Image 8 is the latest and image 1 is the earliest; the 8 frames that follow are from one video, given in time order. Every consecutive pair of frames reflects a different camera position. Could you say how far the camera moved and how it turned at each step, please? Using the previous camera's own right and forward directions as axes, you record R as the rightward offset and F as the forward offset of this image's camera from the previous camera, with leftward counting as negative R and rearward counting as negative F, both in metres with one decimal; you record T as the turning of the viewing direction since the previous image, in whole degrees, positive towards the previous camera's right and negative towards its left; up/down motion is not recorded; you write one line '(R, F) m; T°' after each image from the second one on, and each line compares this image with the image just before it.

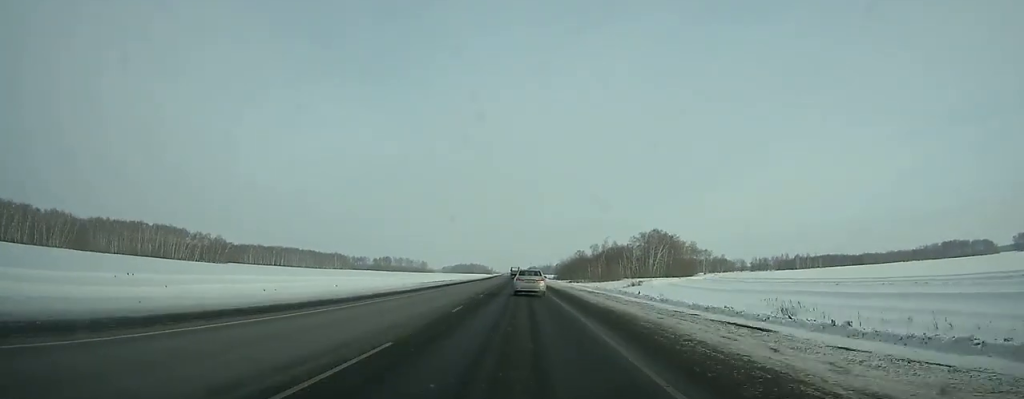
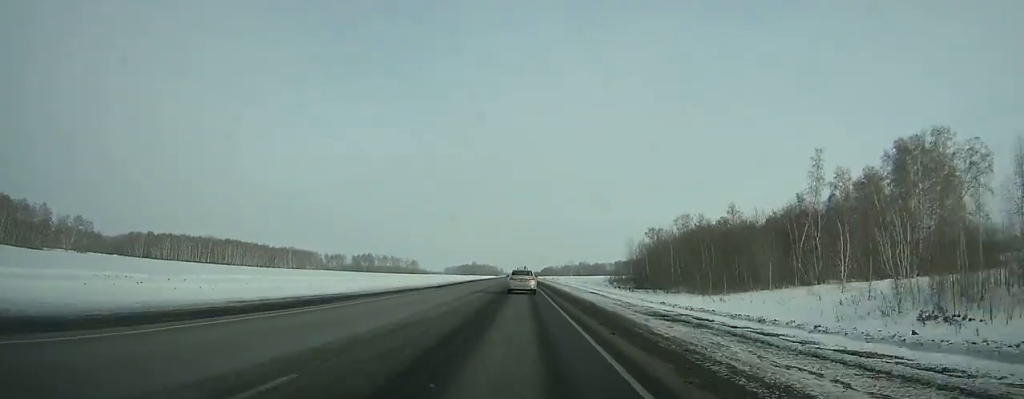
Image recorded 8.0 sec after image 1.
(-3.3, +175.1) m; -2°
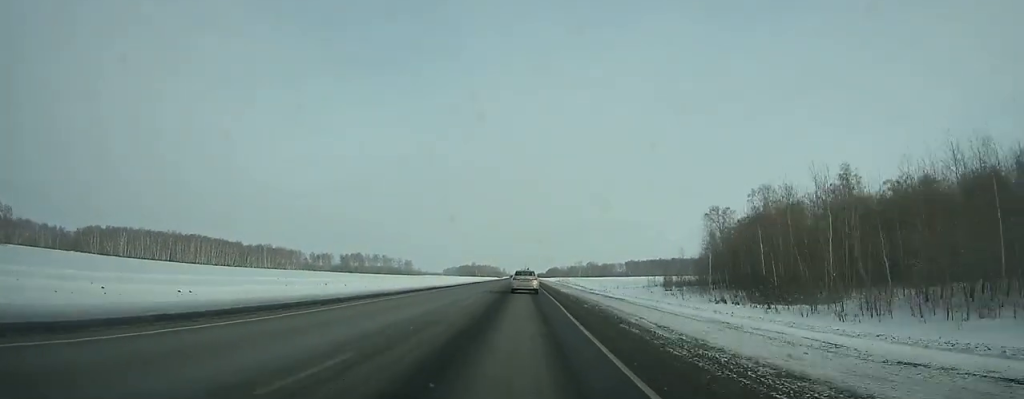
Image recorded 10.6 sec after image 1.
(-0.1, +58.9) m; 0°
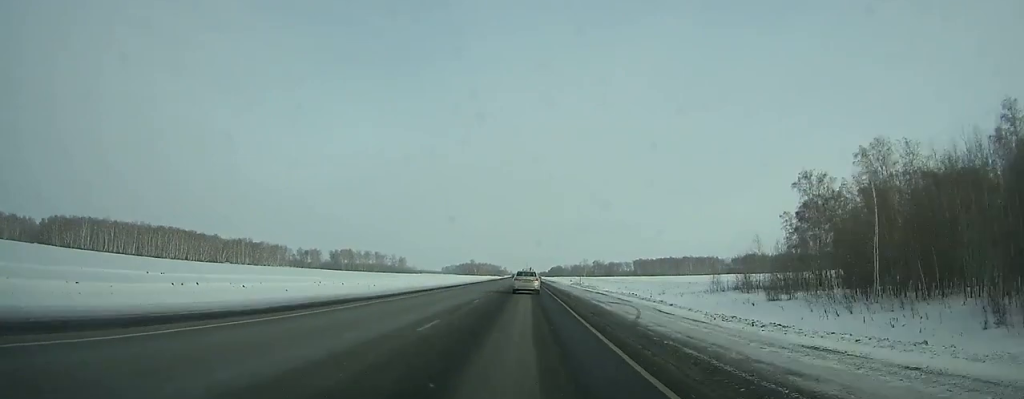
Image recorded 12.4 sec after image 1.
(0.0, +41.4) m; 0°
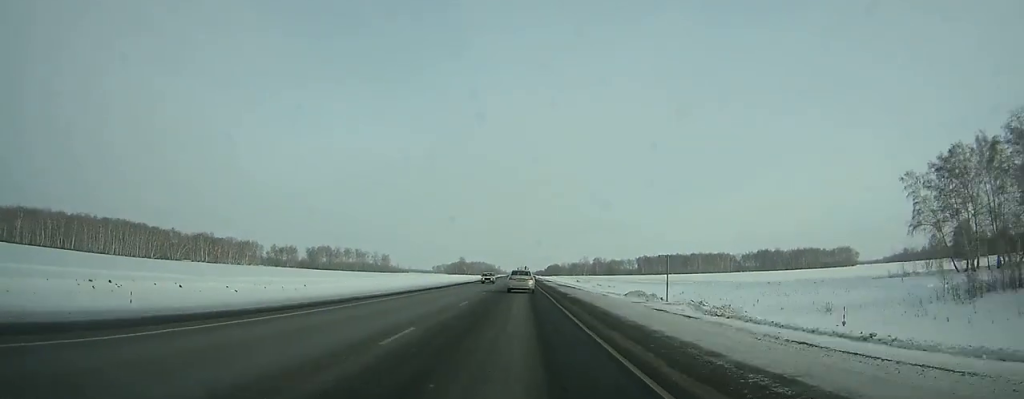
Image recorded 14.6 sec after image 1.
(0.0, +50.9) m; 0°
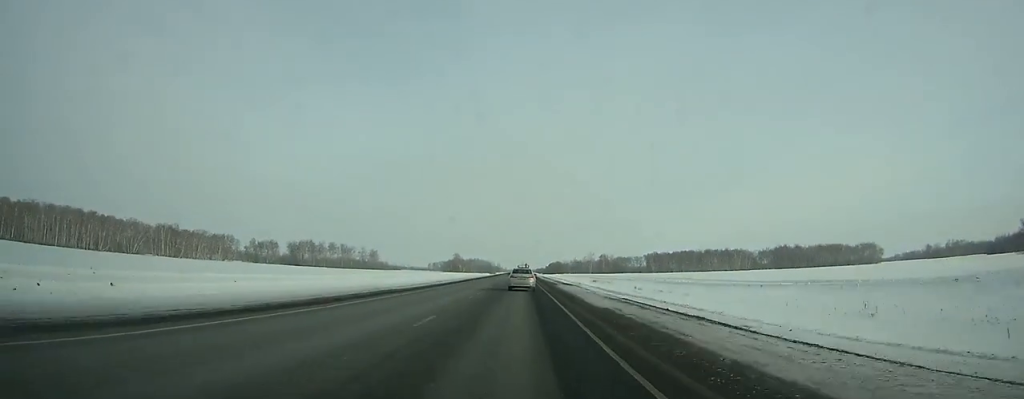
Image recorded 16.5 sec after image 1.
(+0.1, +44.2) m; 0°
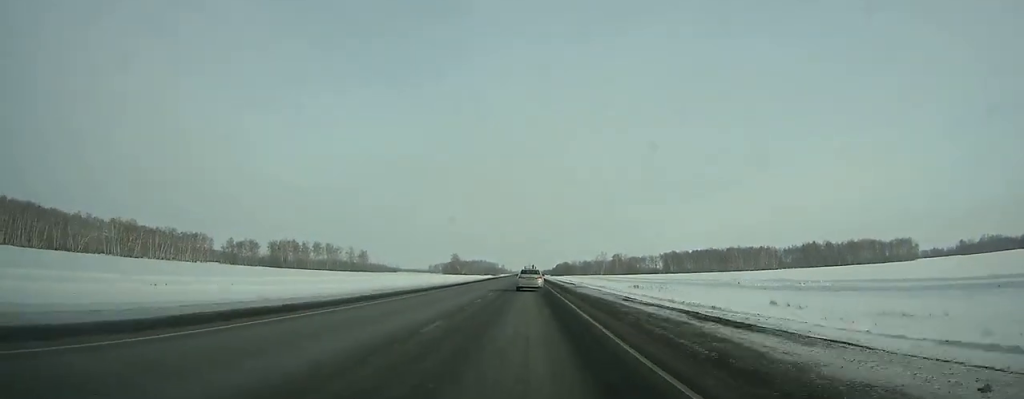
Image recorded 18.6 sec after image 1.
(-0.1, +49.2) m; 0°
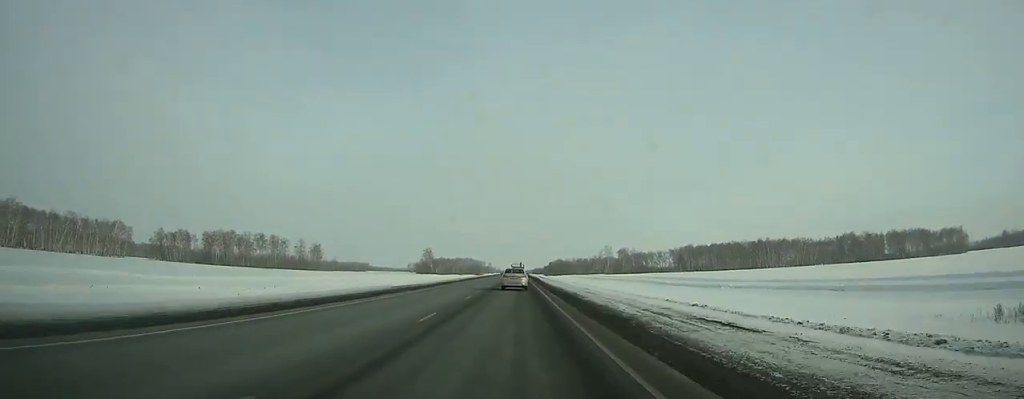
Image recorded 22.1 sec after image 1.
(+0.3, +82.5) m; 0°
